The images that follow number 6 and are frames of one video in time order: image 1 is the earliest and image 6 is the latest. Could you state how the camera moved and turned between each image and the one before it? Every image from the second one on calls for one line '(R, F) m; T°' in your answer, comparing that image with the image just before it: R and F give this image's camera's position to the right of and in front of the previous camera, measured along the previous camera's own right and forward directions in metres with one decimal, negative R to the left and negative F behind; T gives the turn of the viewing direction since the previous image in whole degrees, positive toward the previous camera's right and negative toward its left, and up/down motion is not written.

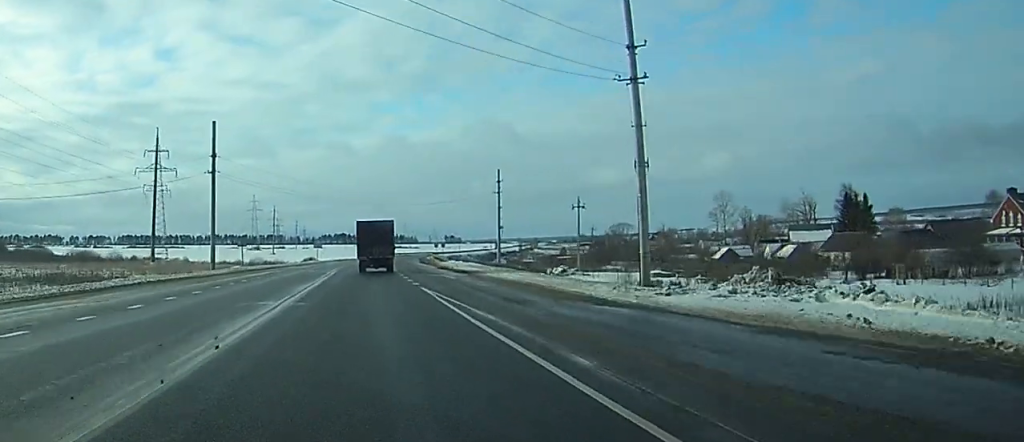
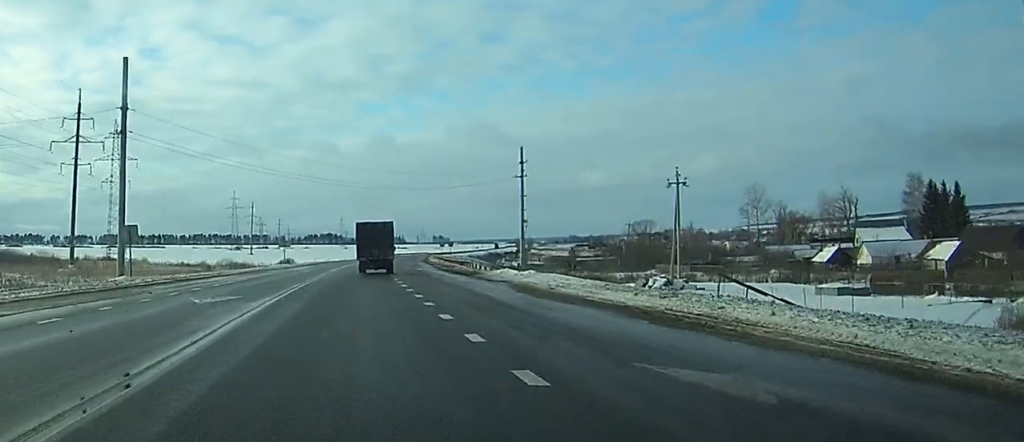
(-0.4, +36.1) m; -1°
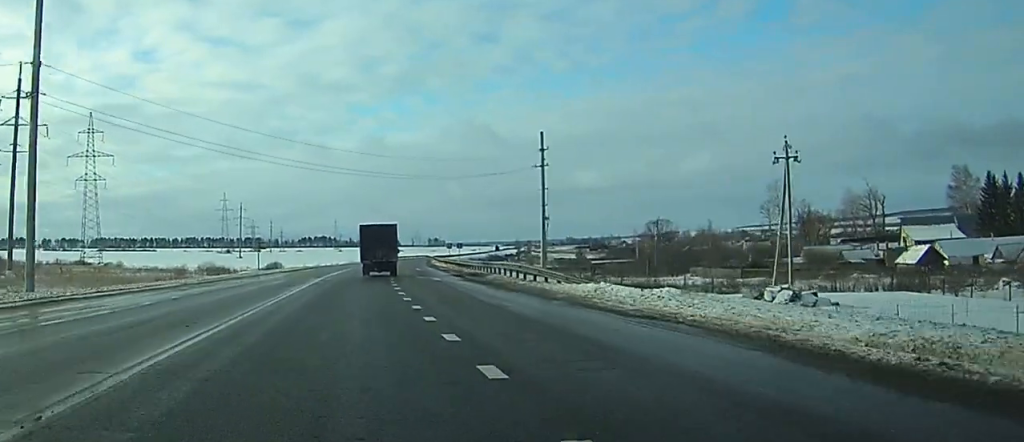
(+0.2, +18.5) m; +1°
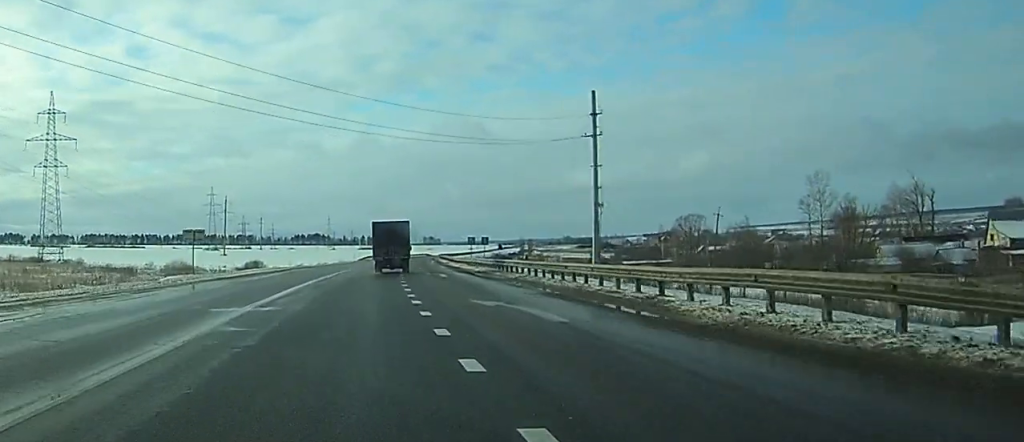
(+0.3, +26.7) m; +1°
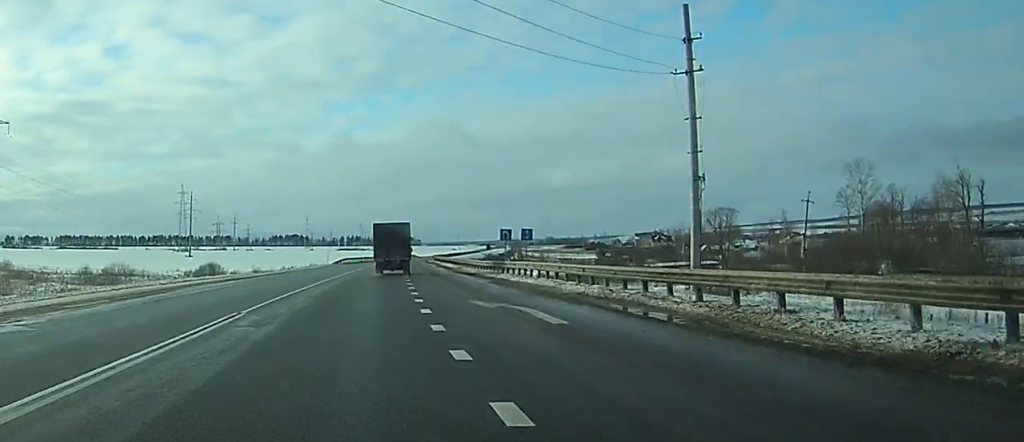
(+0.4, +29.0) m; +1°
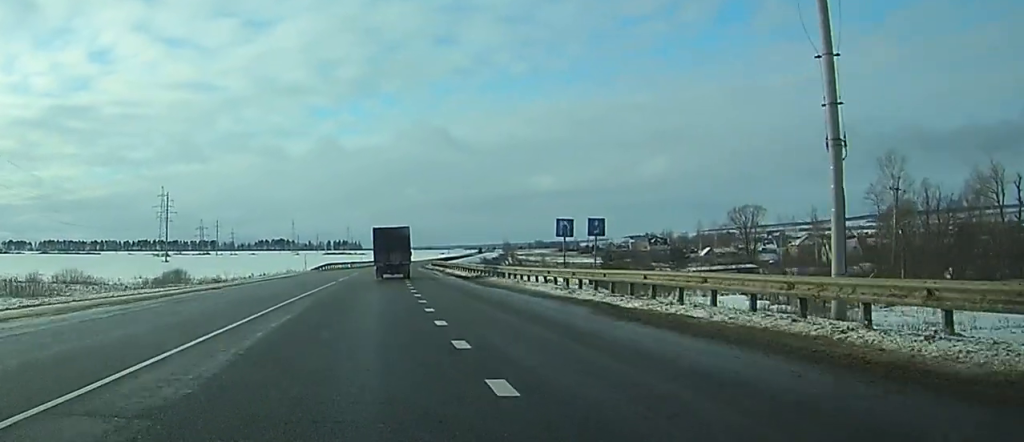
(+0.1, +18.0) m; +1°
